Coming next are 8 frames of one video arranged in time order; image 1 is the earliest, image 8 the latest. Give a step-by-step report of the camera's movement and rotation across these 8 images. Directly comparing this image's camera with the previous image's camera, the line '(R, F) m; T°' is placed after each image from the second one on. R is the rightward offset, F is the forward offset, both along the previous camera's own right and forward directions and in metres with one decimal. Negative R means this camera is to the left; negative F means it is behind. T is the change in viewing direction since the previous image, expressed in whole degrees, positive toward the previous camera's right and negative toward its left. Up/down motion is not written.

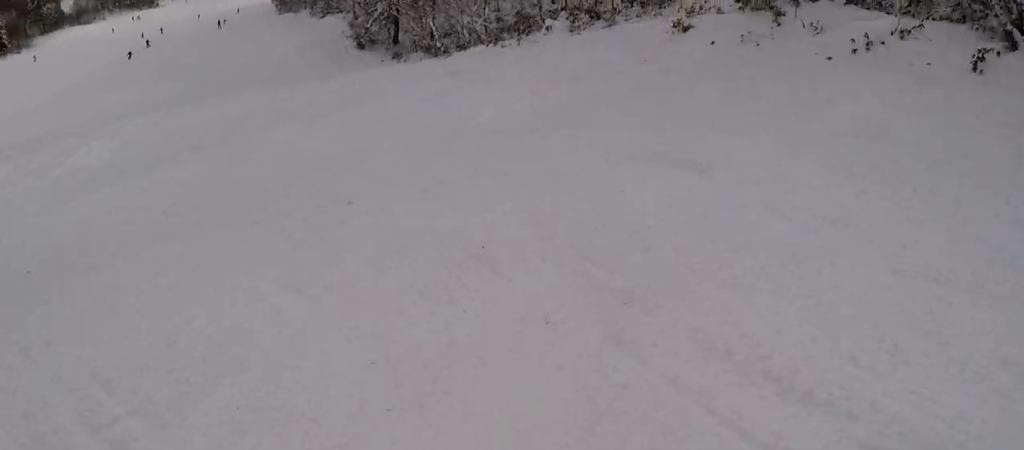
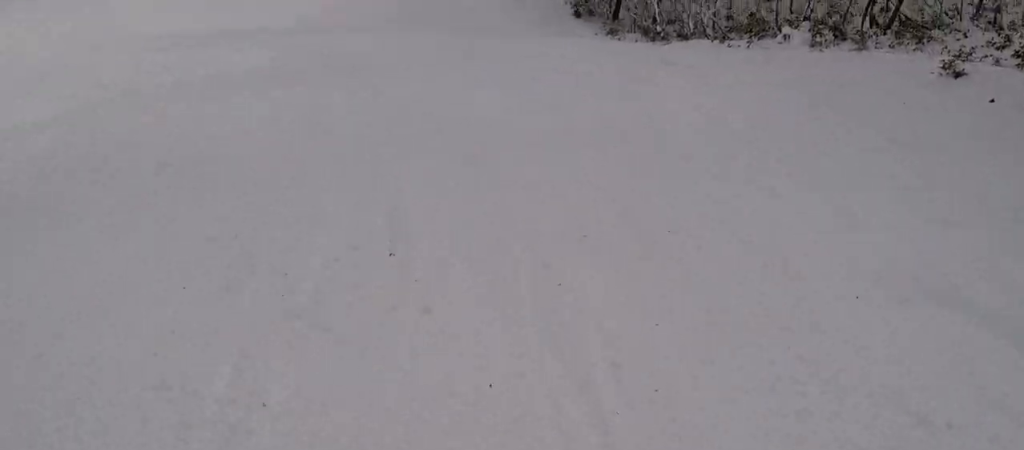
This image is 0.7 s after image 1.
(-0.3, +4.3) m; -21°
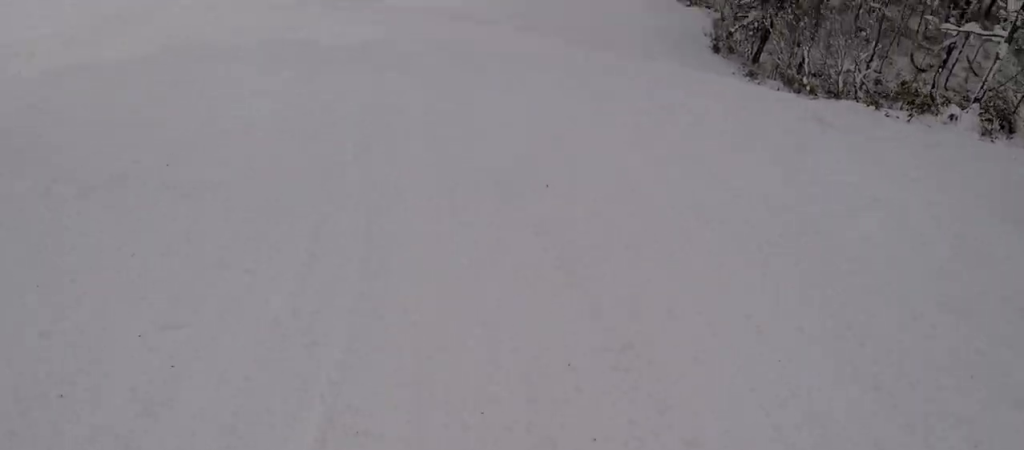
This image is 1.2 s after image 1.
(-0.9, +3.1) m; -14°
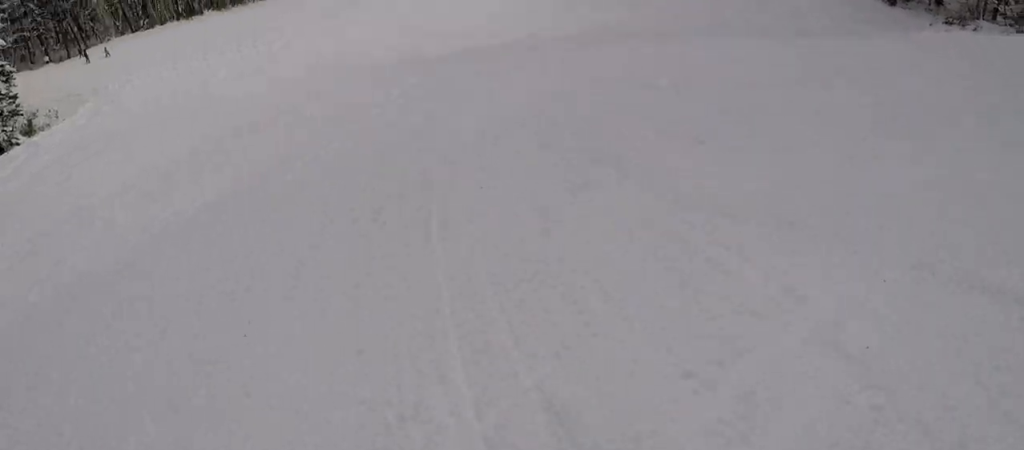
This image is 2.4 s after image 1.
(-1.9, +8.2) m; +3°
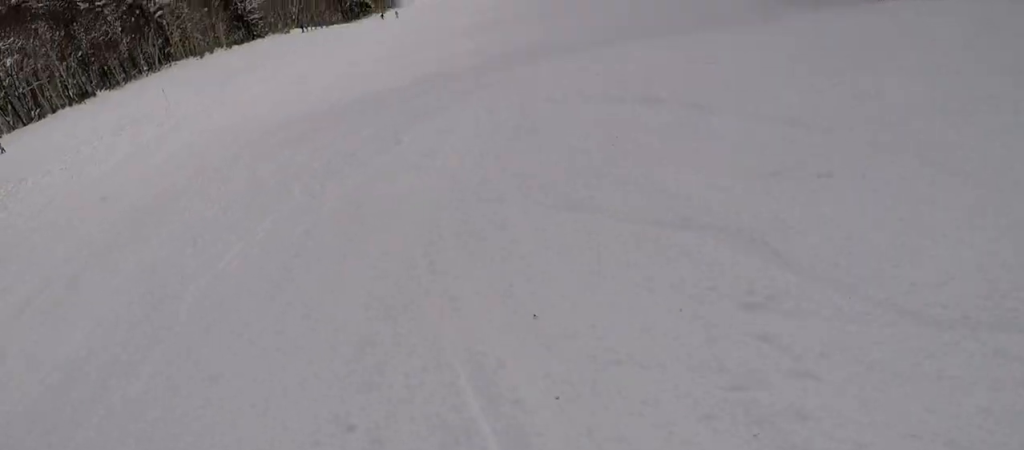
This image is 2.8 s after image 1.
(+0.3, +2.9) m; +10°
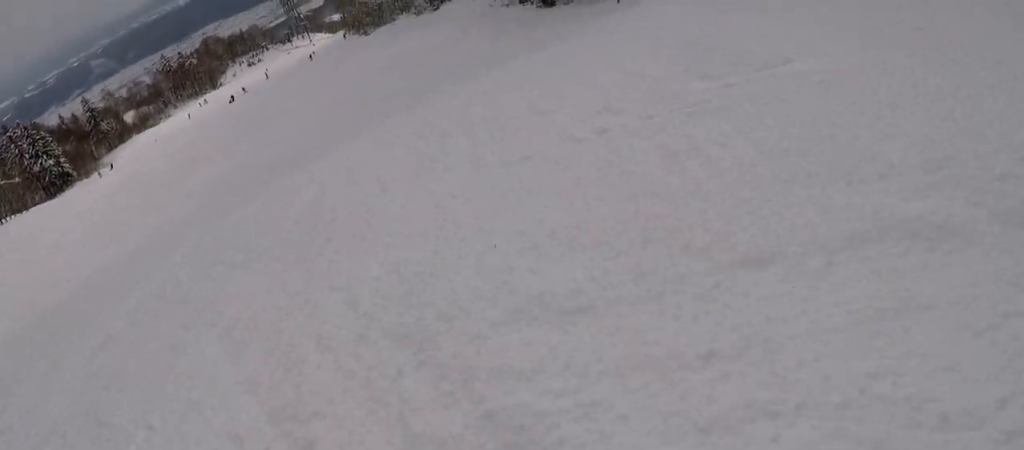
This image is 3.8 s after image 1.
(+2.6, +7.6) m; +23°
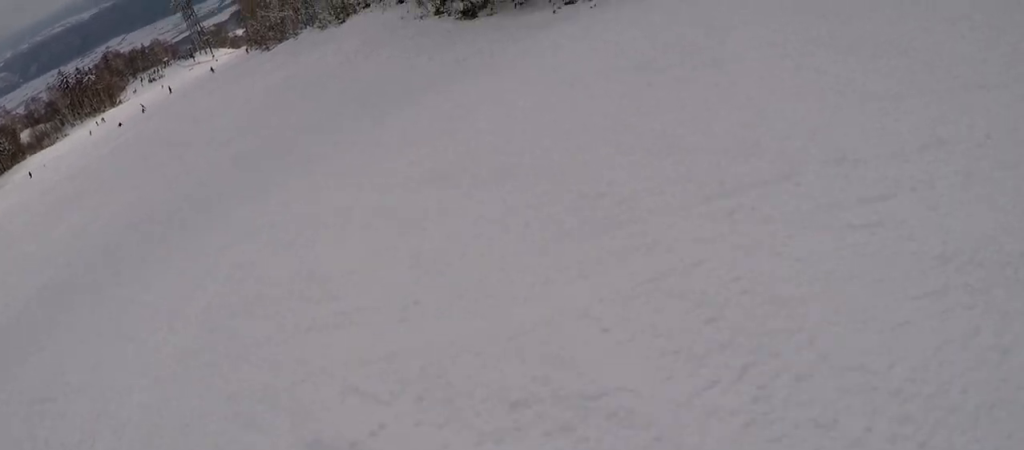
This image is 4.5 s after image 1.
(+0.9, +5.6) m; 0°
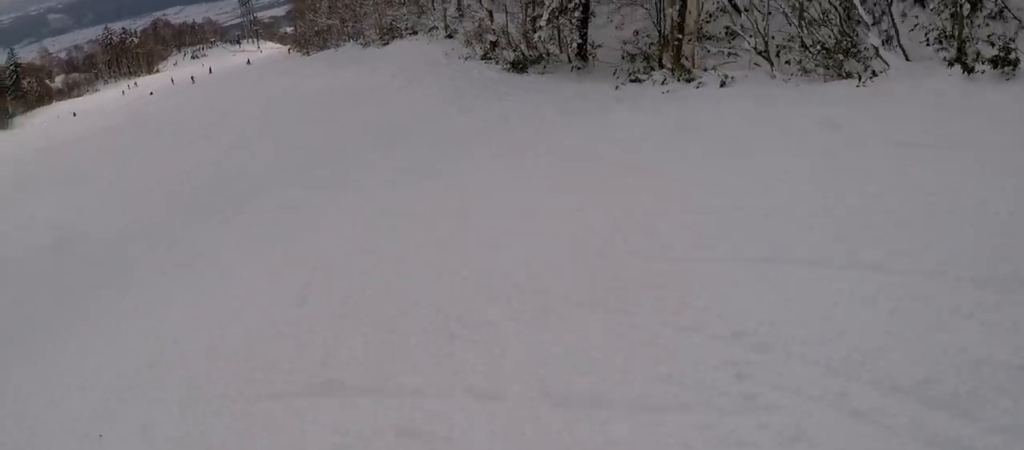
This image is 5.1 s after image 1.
(-0.6, +5.0) m; -6°
